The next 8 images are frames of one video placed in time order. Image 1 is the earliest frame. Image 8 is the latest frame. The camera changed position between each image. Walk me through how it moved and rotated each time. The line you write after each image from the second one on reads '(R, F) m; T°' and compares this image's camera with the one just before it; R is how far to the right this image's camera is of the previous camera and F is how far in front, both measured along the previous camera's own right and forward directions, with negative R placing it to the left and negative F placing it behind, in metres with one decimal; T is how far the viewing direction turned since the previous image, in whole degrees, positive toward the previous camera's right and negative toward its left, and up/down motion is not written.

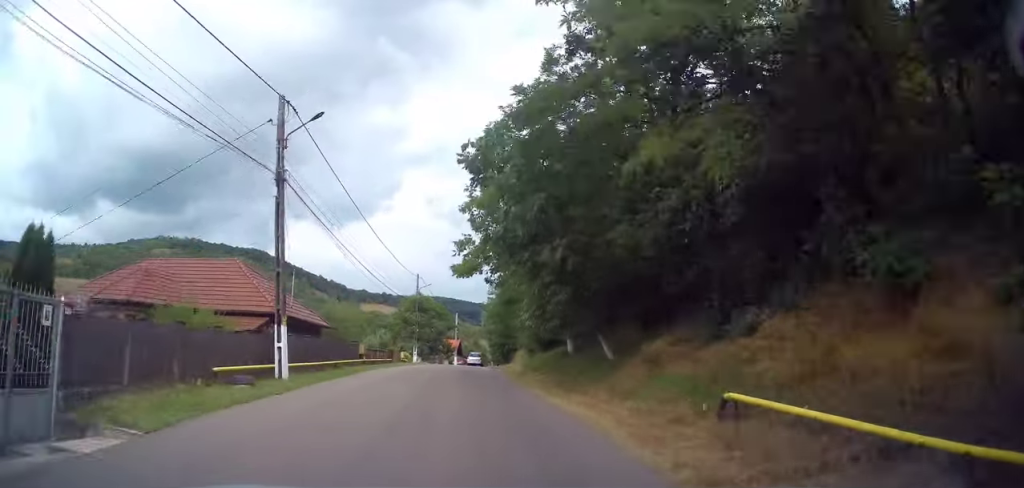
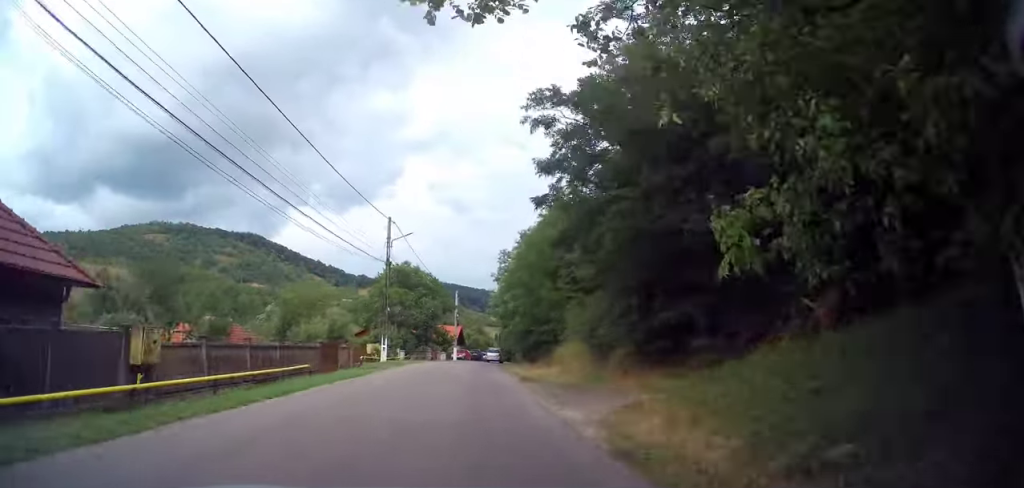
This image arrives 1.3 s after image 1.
(-0.3, +20.0) m; 0°
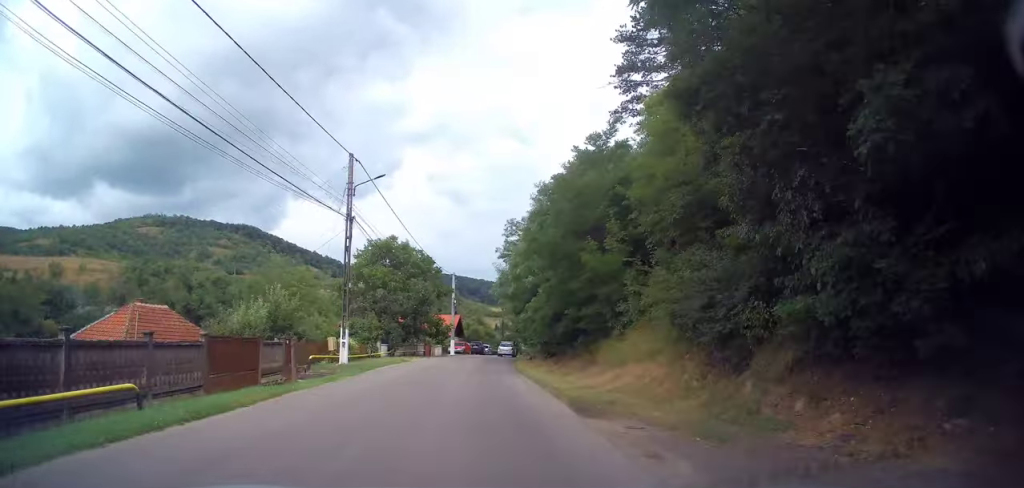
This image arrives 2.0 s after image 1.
(+0.2, +10.0) m; +1°
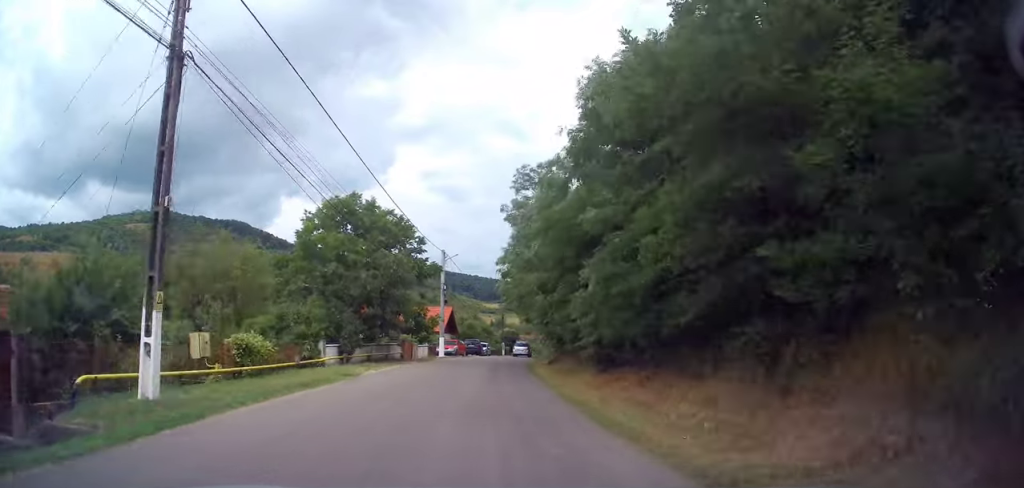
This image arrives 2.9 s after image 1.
(+0.1, +13.2) m; +1°
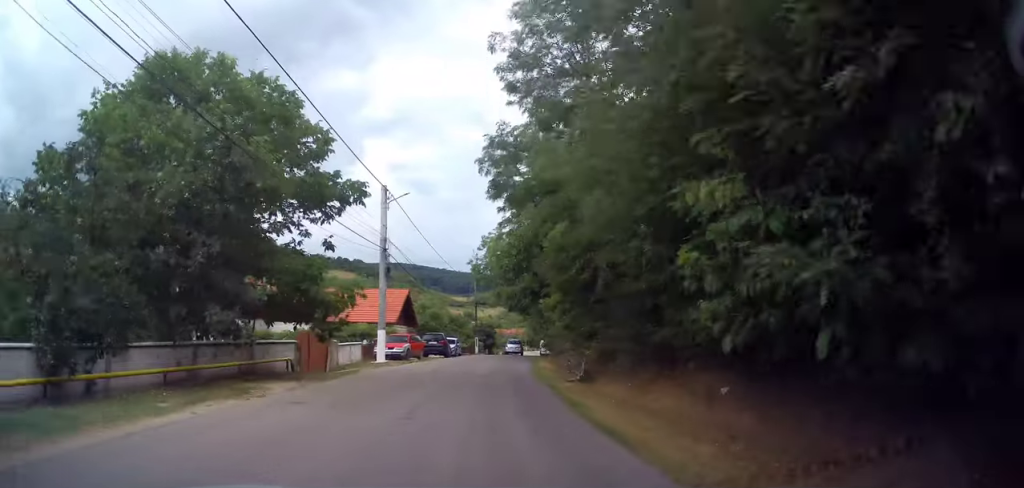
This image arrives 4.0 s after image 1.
(+0.4, +16.9) m; +3°
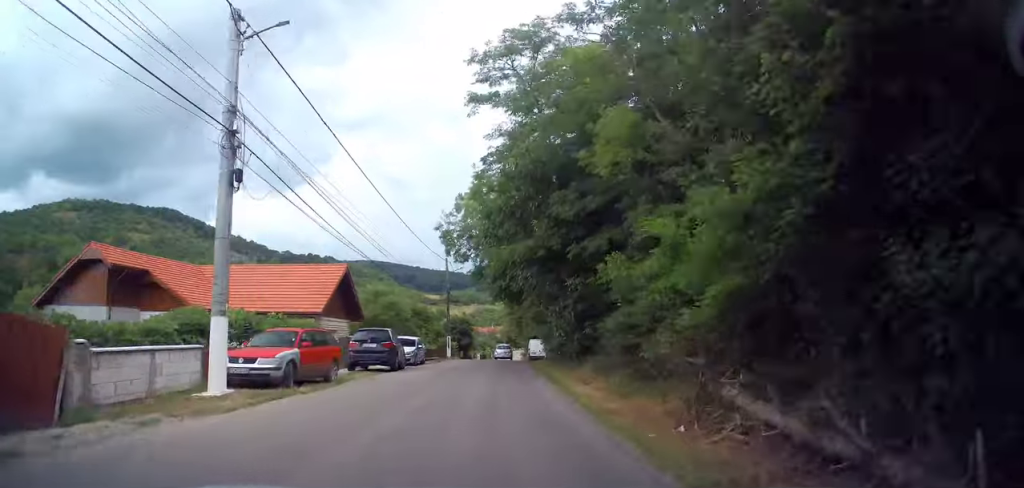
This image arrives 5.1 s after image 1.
(+0.4, +15.3) m; +2°
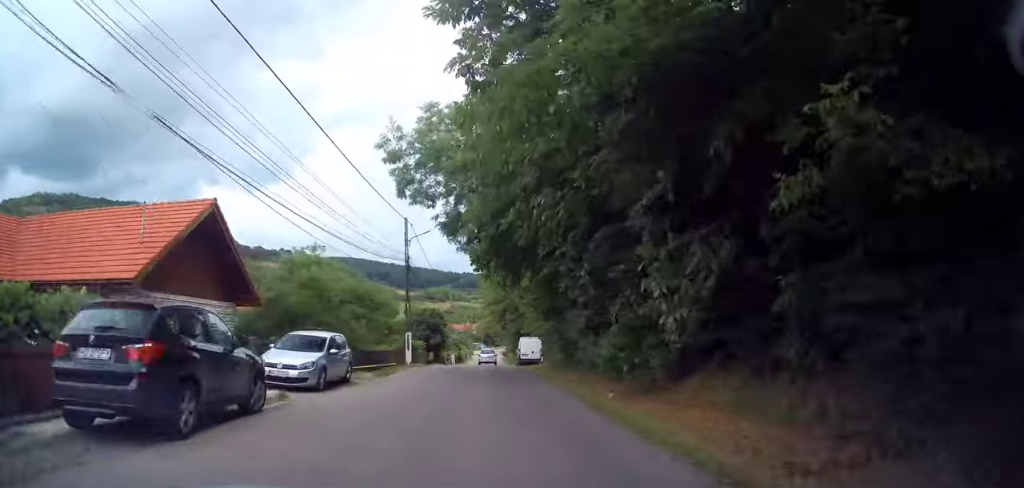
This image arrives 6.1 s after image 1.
(+0.1, +14.3) m; +3°
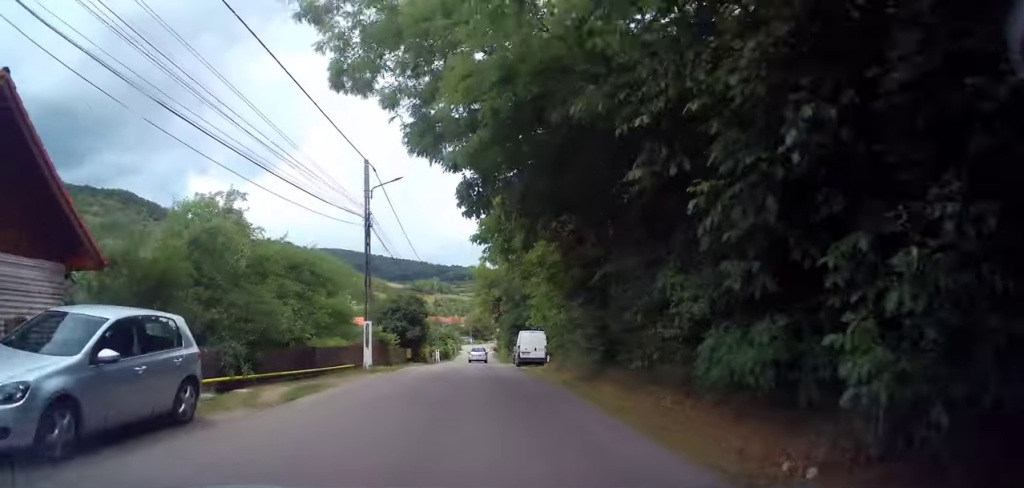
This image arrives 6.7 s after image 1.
(+0.4, +9.1) m; +1°
